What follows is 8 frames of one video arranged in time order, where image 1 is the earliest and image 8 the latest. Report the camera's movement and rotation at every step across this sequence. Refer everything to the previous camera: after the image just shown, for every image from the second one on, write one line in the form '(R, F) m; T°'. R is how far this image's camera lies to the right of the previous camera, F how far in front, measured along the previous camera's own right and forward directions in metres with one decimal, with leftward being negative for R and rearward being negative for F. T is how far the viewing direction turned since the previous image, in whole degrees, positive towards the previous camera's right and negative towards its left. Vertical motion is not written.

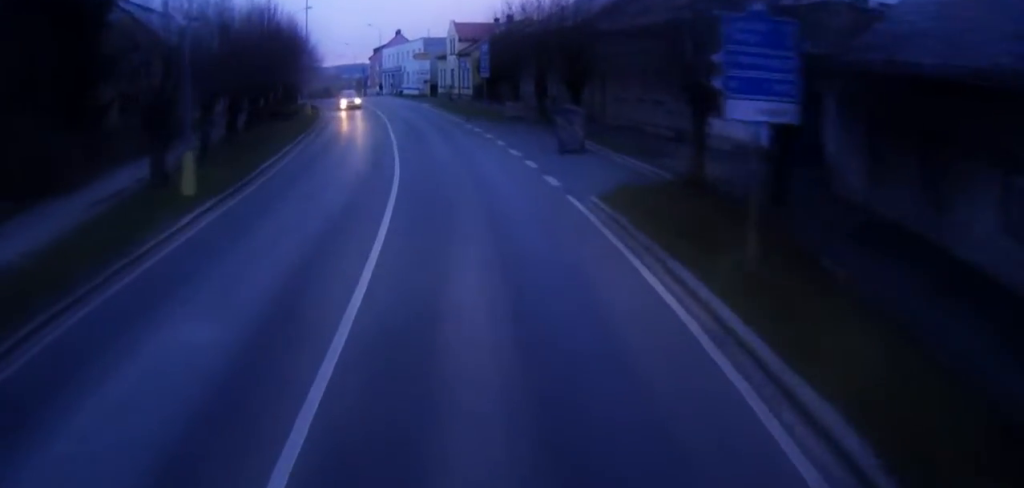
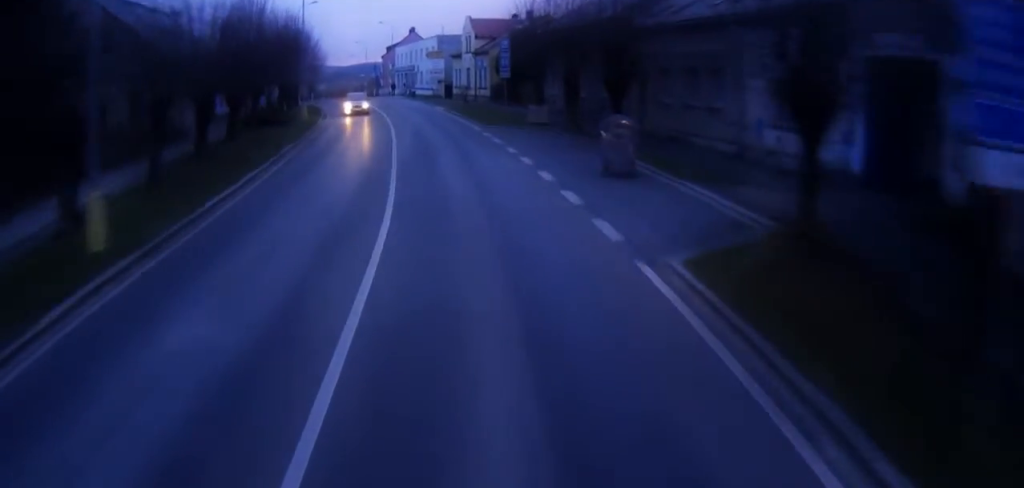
(0.0, +5.7) m; 0°
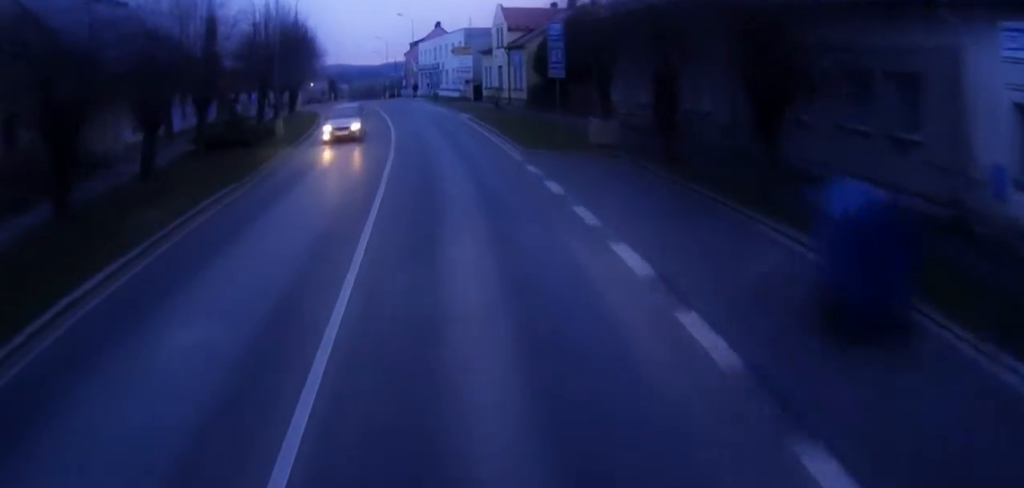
(-0.1, +12.0) m; +1°
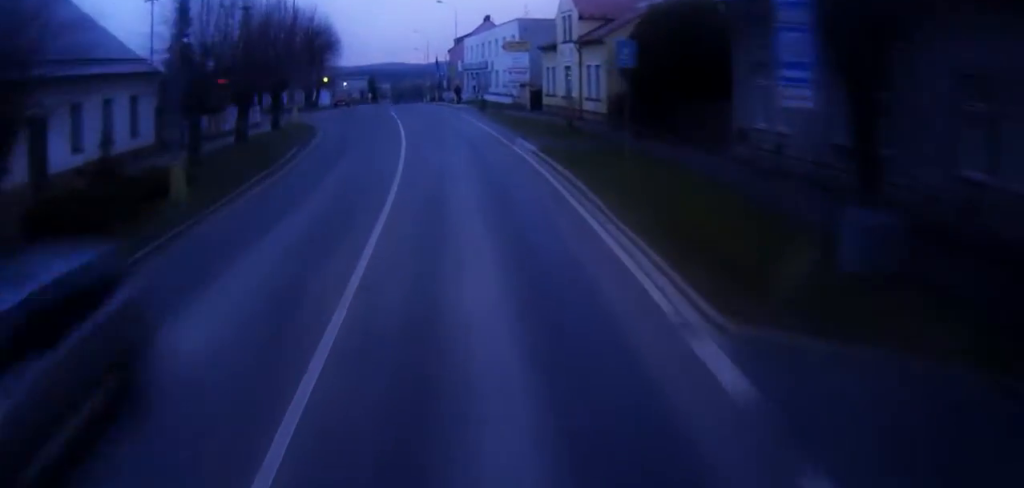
(+0.5, +16.3) m; +9°
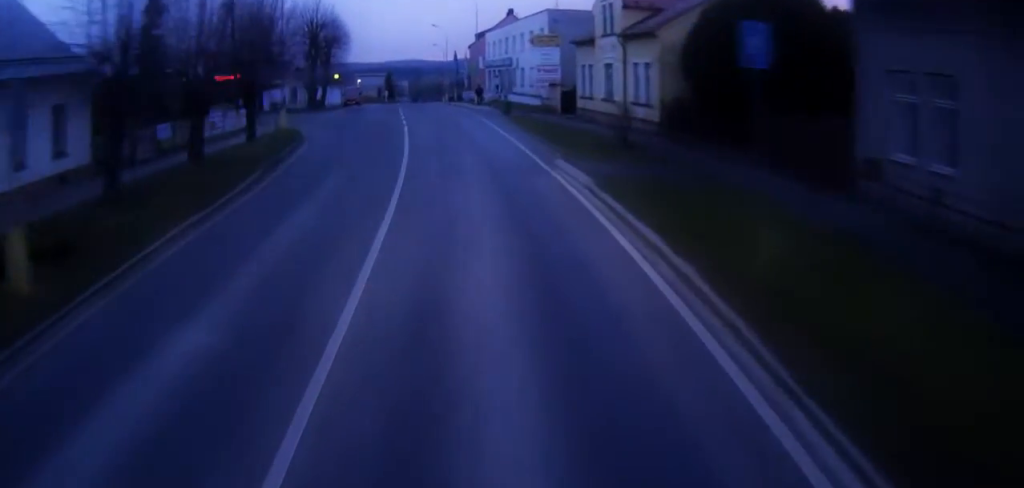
(-0.1, +7.6) m; +6°
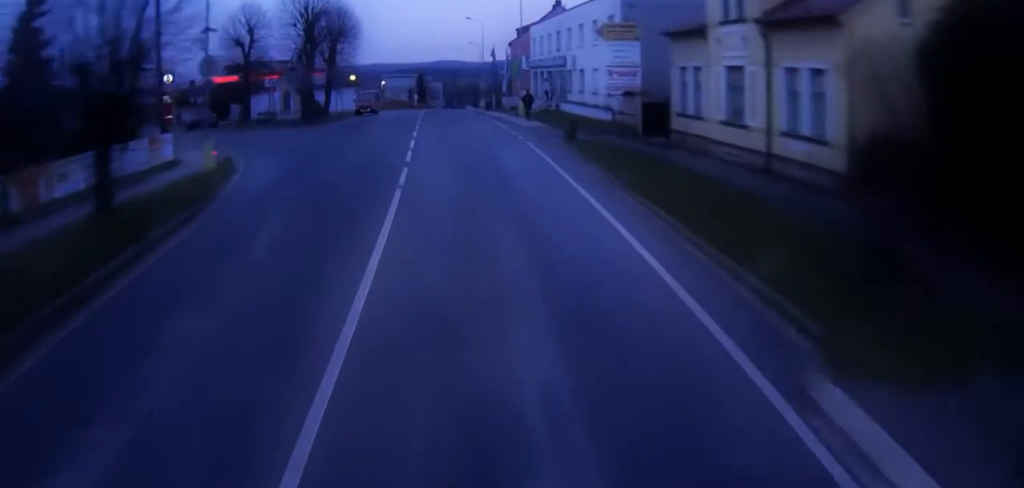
(+1.9, +13.9) m; +1°
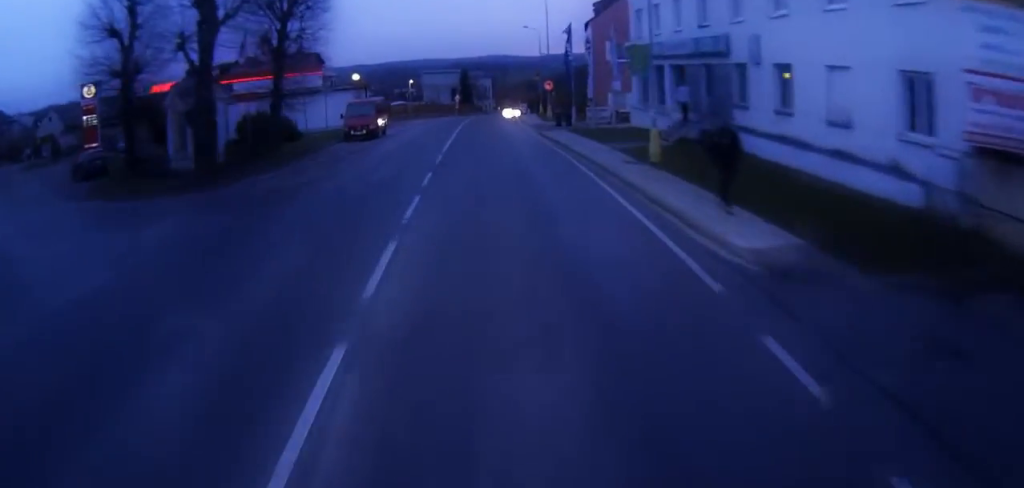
(-5.8, +21.4) m; -23°
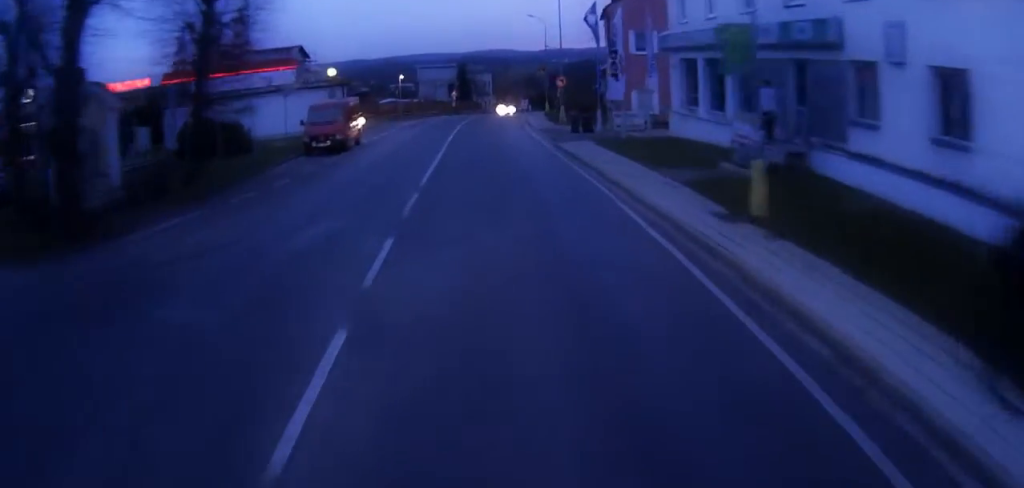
(+0.2, +7.5) m; -2°
